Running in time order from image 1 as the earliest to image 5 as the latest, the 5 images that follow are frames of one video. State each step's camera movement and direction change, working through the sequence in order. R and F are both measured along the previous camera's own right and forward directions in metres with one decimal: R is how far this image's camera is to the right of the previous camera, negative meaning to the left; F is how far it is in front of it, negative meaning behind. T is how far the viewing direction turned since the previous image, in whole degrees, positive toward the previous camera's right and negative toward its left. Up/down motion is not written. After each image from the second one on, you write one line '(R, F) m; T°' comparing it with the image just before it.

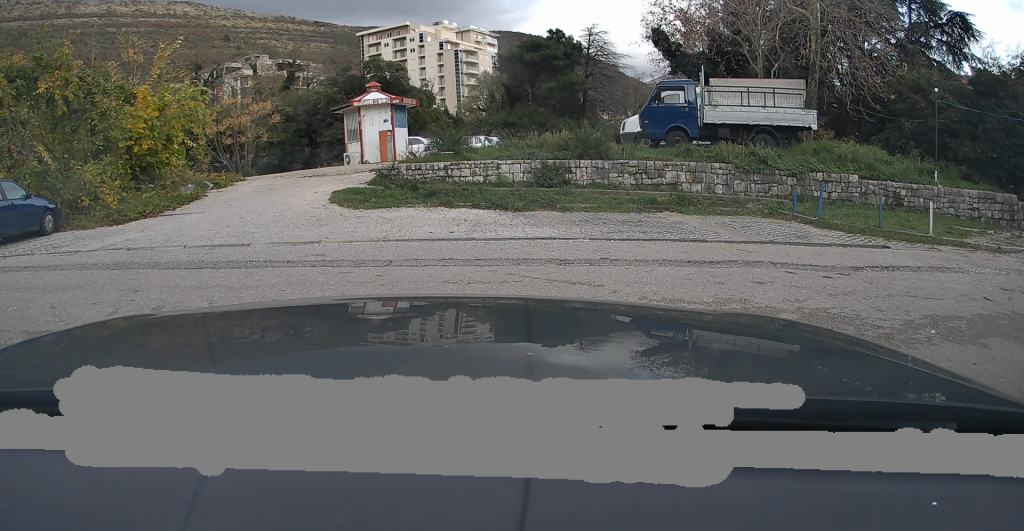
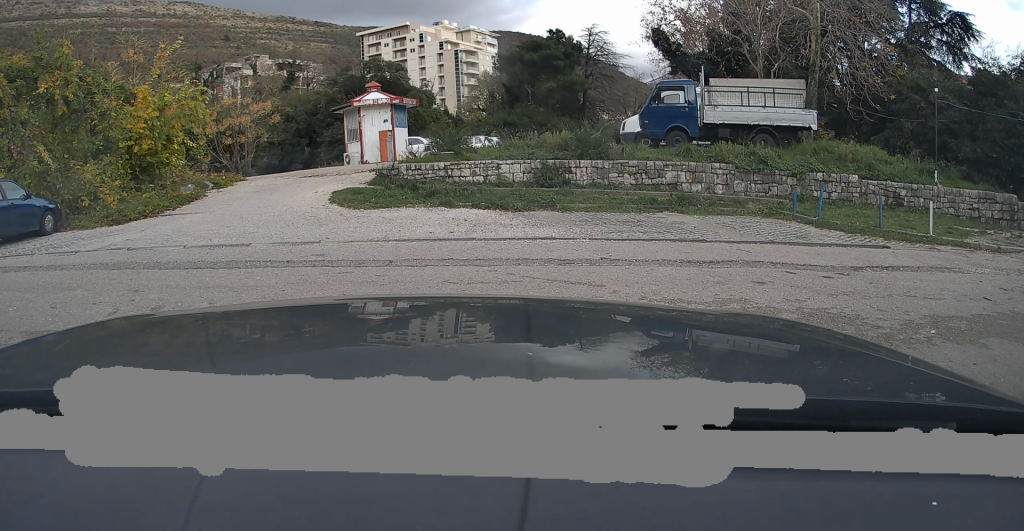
(0.0, 0.0) m; 0°
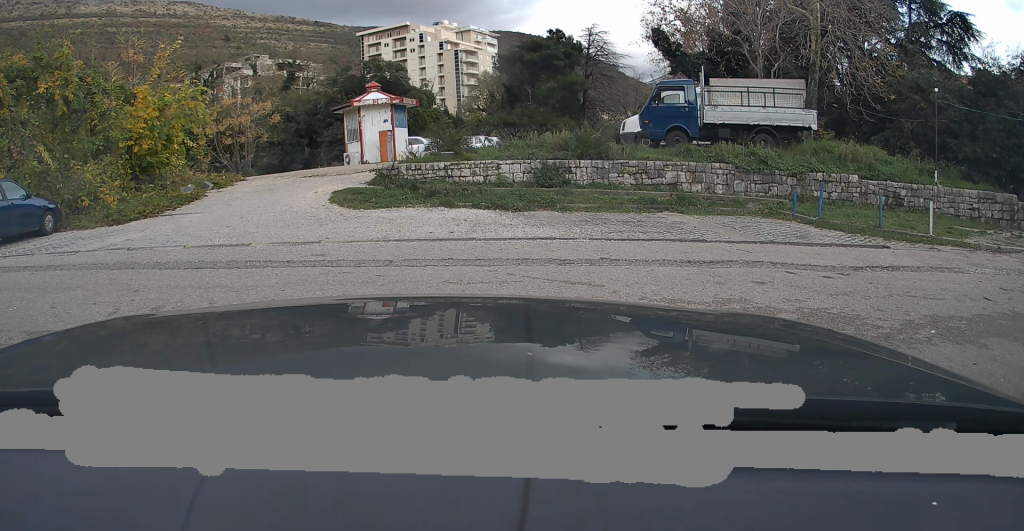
(0.0, 0.0) m; 0°
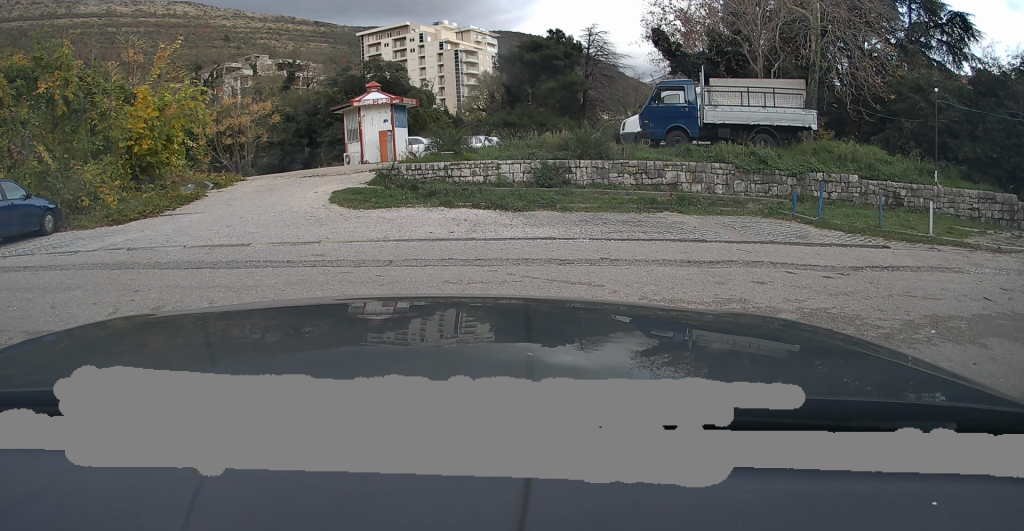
(0.0, 0.0) m; 0°
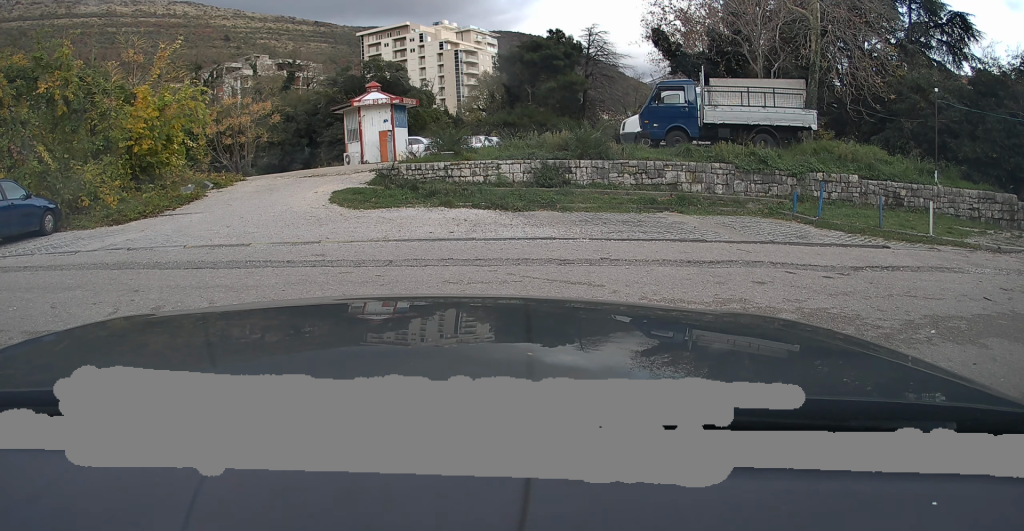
(0.0, 0.0) m; 0°
